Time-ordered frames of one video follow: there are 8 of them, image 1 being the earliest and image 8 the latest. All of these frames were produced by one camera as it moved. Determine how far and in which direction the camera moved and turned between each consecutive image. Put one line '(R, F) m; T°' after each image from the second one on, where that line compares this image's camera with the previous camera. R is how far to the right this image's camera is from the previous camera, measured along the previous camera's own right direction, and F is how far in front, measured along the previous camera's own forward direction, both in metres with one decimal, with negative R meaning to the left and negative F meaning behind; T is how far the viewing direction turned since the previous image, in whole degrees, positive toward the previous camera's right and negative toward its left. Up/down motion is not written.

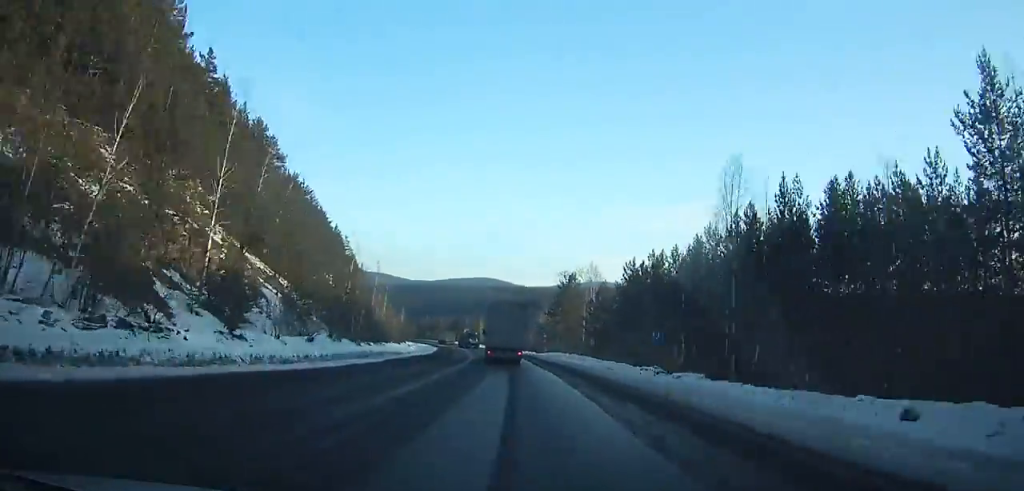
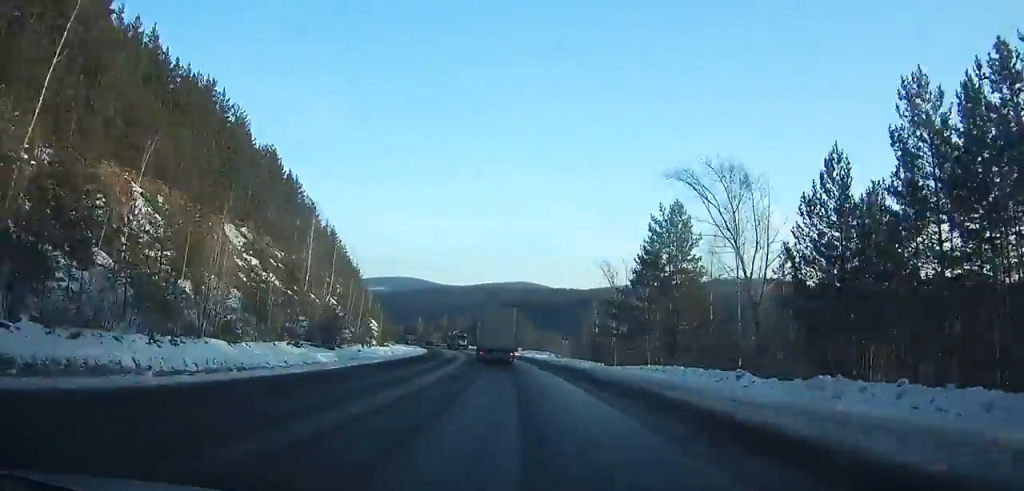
(-1.5, +49.4) m; -5°
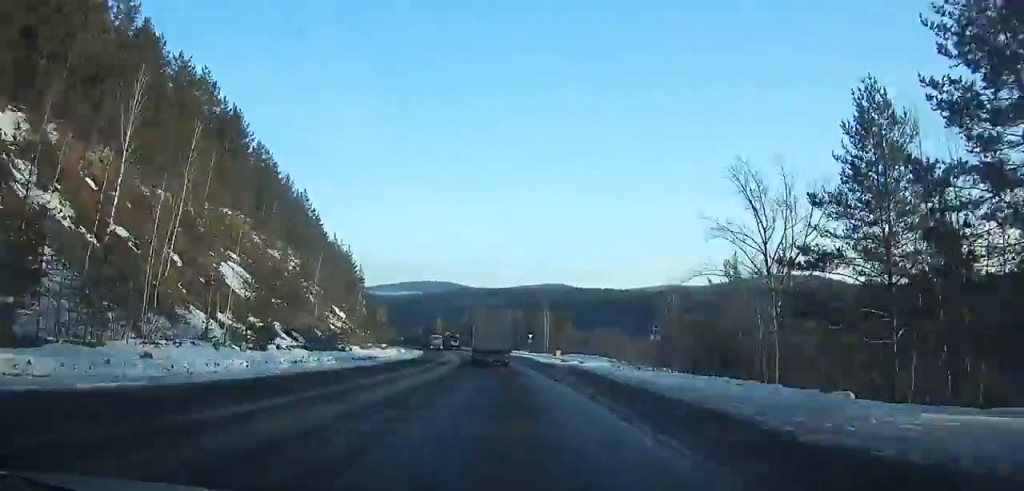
(-0.3, +35.8) m; -4°
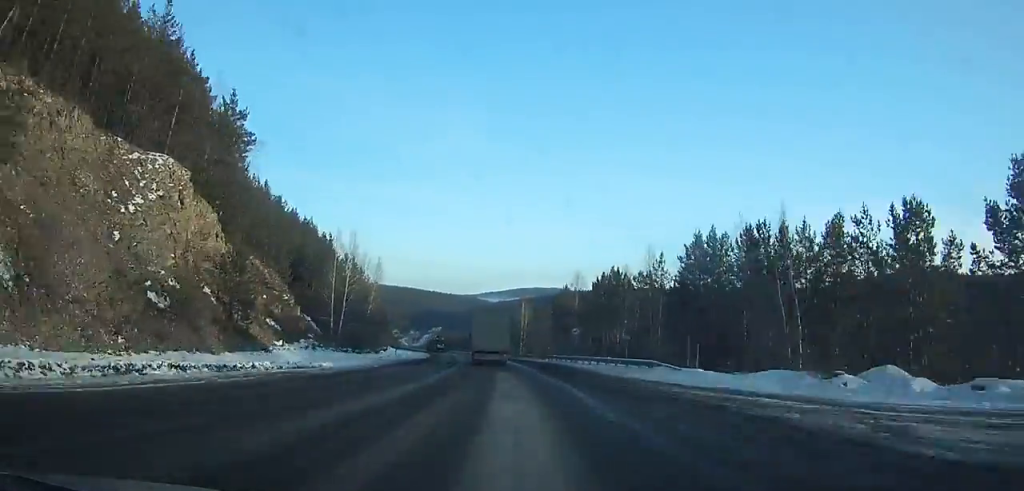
(-10.5, +101.7) m; -10°
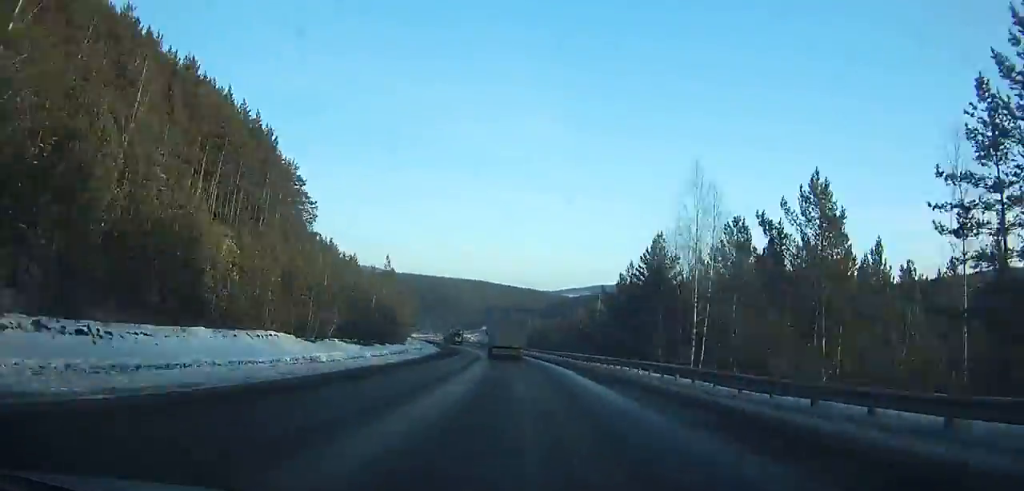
(-3.8, +72.5) m; -6°
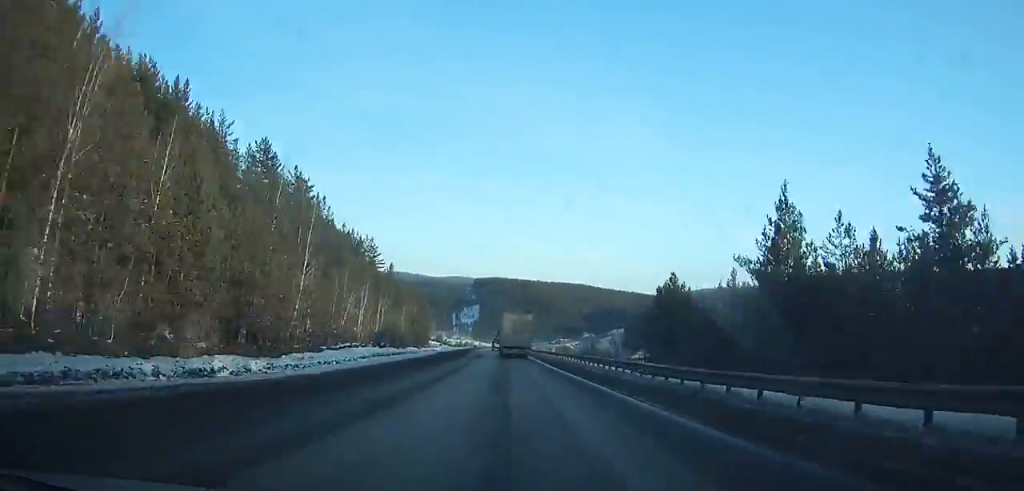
(-9.6, +113.8) m; -8°
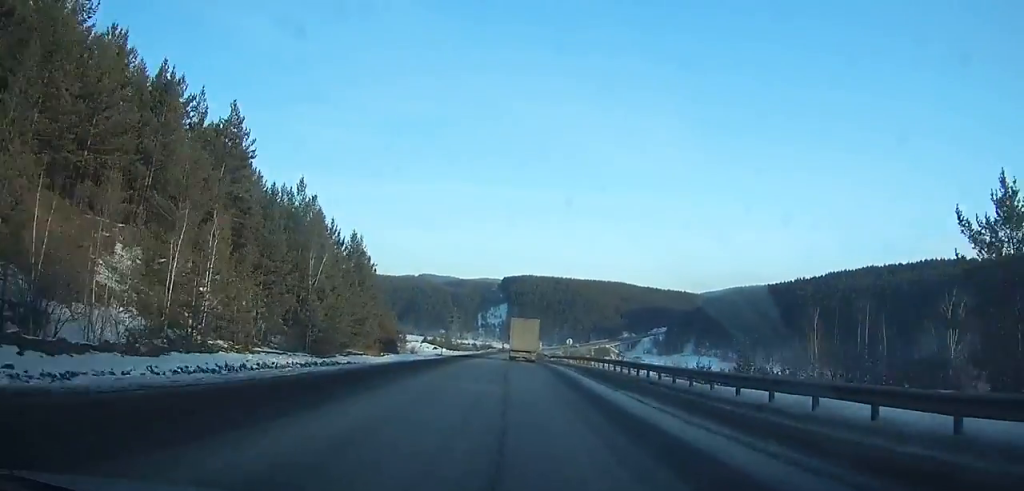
(-1.6, +60.2) m; -1°
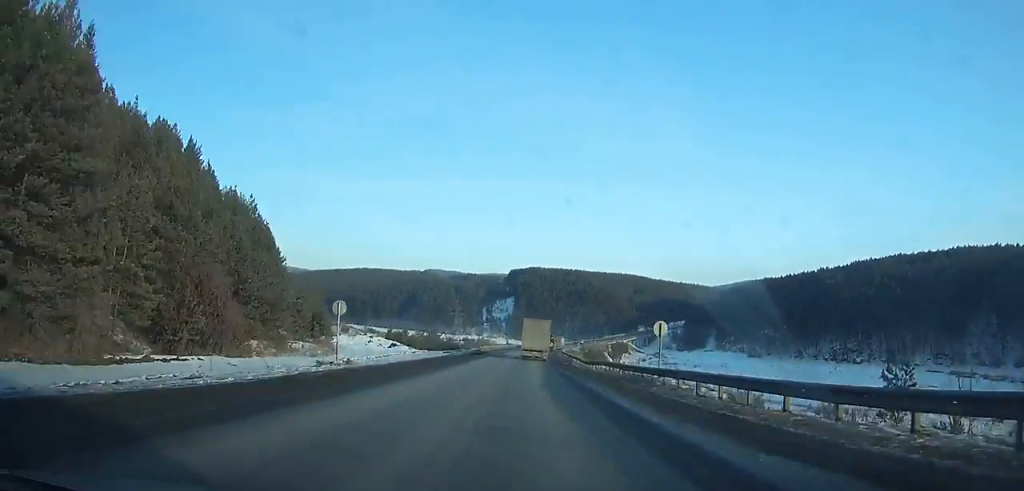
(-0.6, +39.7) m; 0°
